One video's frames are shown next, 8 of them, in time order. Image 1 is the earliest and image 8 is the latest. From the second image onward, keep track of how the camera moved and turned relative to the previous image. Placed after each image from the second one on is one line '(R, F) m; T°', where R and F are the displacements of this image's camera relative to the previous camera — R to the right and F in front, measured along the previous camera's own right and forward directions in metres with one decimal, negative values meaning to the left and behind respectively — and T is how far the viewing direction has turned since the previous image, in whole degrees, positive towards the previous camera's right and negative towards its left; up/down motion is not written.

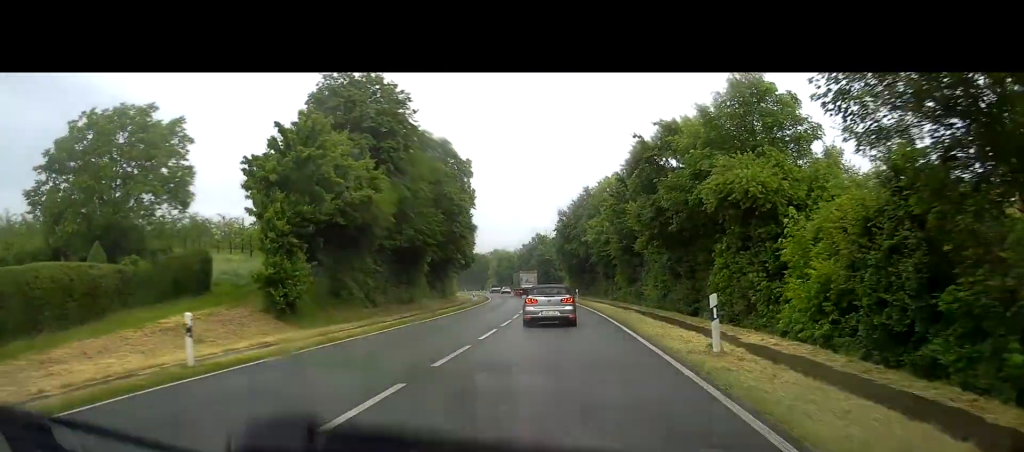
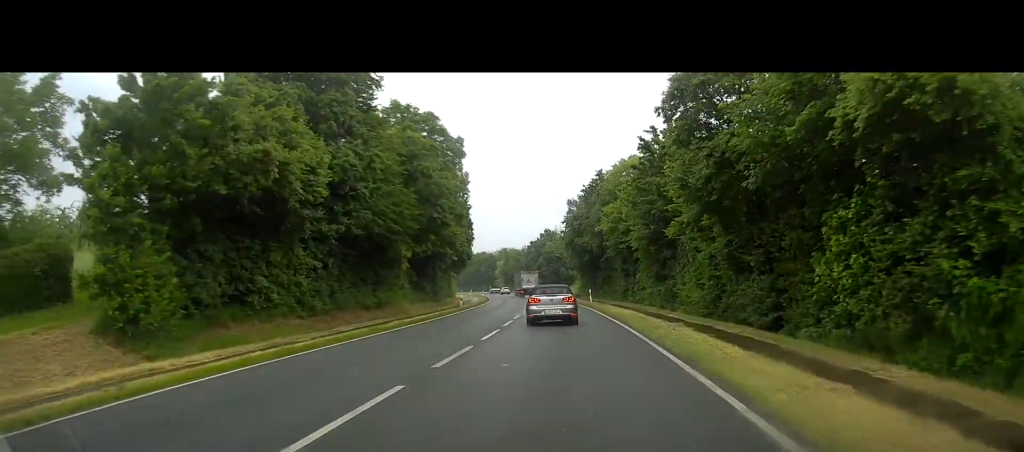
(0.0, +12.1) m; -1°
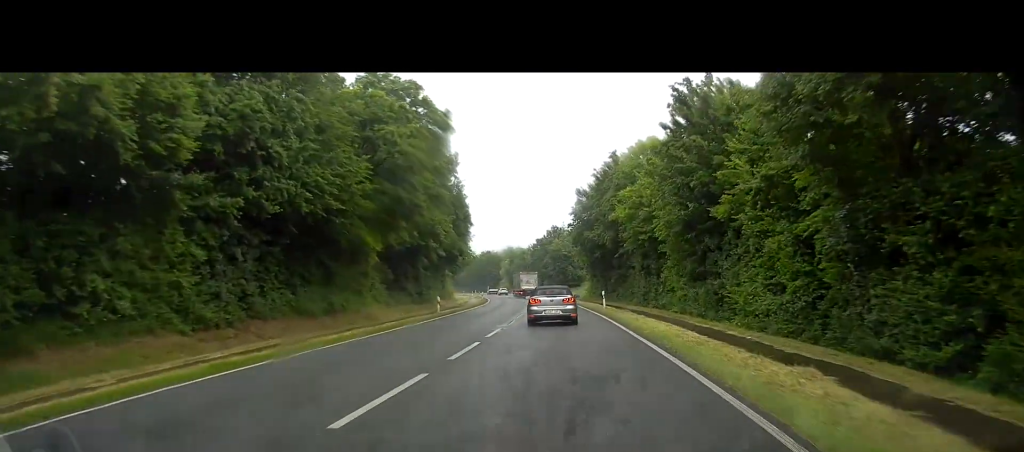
(0.0, +10.7) m; -1°
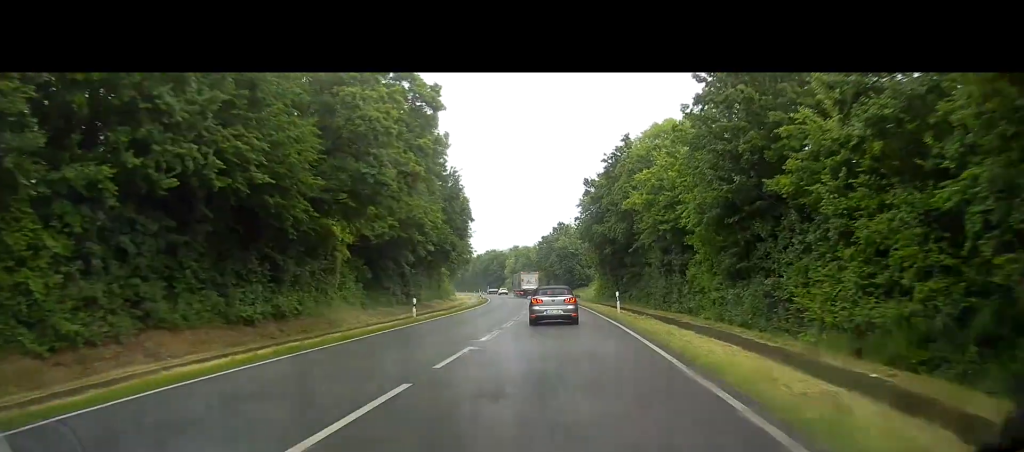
(0.0, +7.2) m; -1°
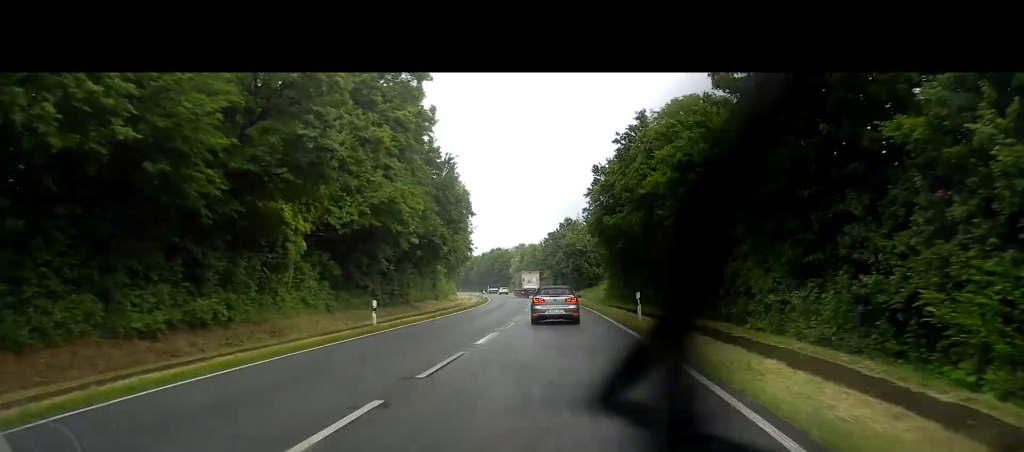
(-0.1, +7.2) m; -1°
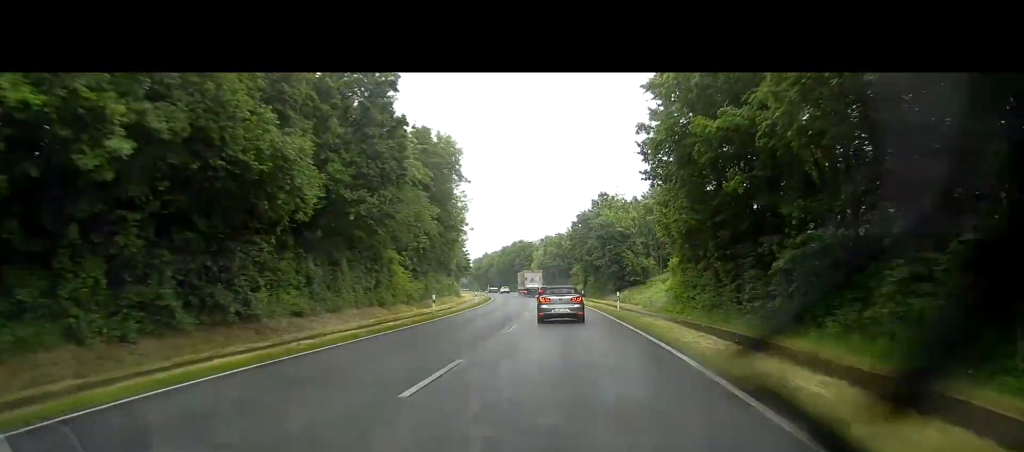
(-0.9, +31.5) m; -1°
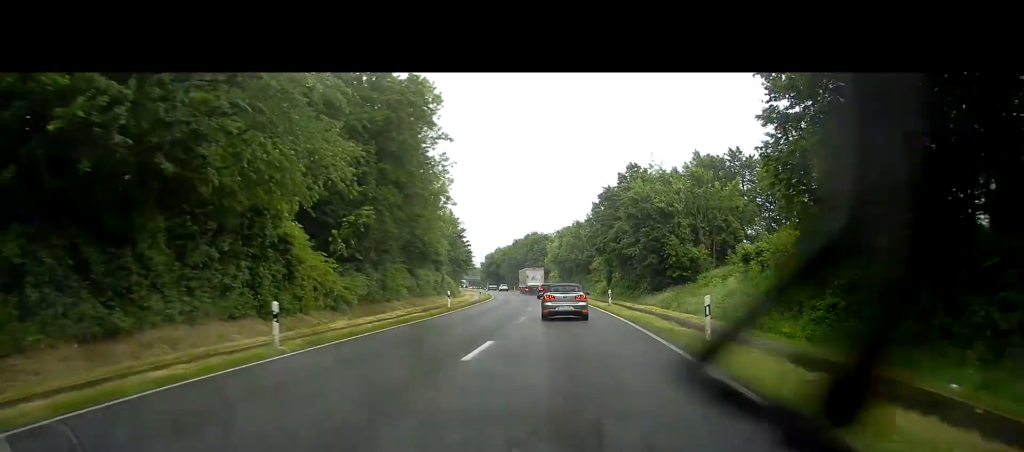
(+0.4, +20.0) m; 0°
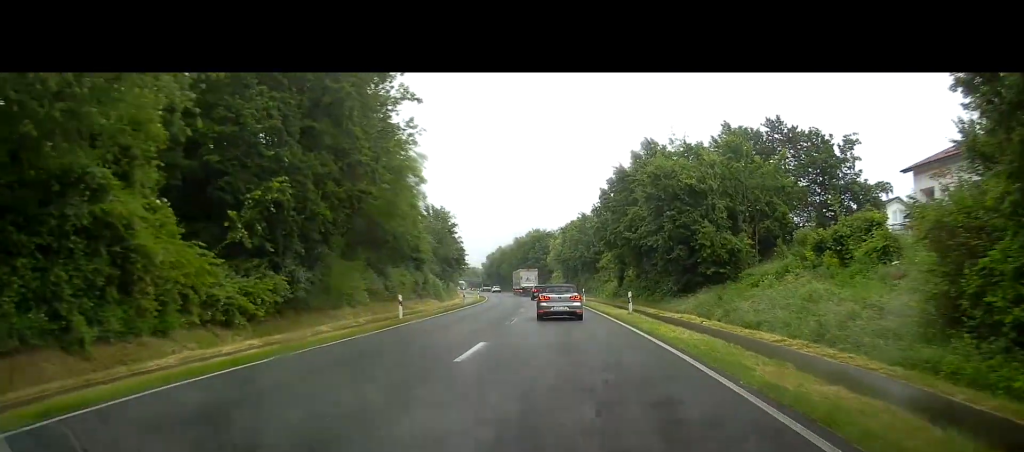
(-0.4, +12.0) m; -3°
